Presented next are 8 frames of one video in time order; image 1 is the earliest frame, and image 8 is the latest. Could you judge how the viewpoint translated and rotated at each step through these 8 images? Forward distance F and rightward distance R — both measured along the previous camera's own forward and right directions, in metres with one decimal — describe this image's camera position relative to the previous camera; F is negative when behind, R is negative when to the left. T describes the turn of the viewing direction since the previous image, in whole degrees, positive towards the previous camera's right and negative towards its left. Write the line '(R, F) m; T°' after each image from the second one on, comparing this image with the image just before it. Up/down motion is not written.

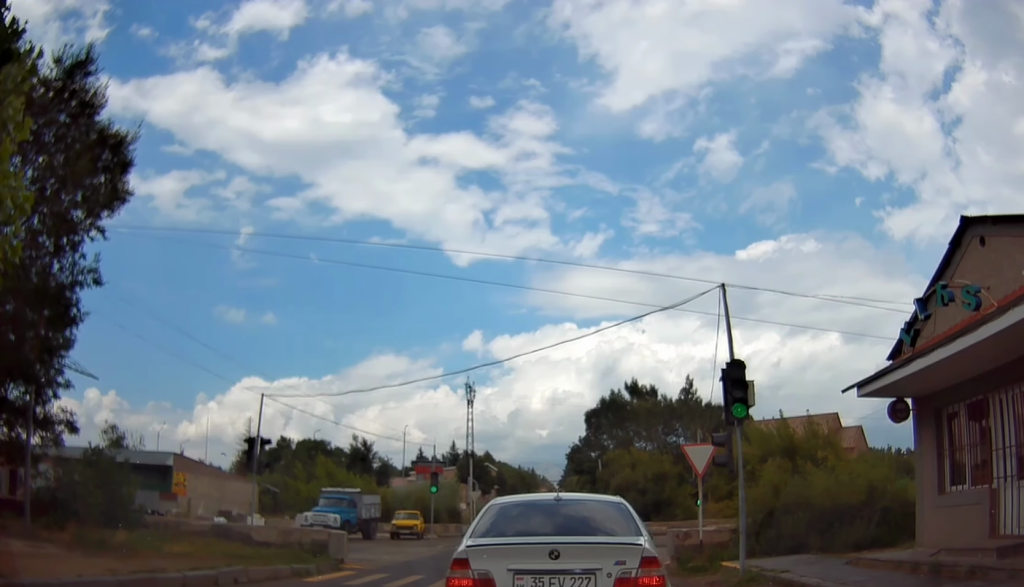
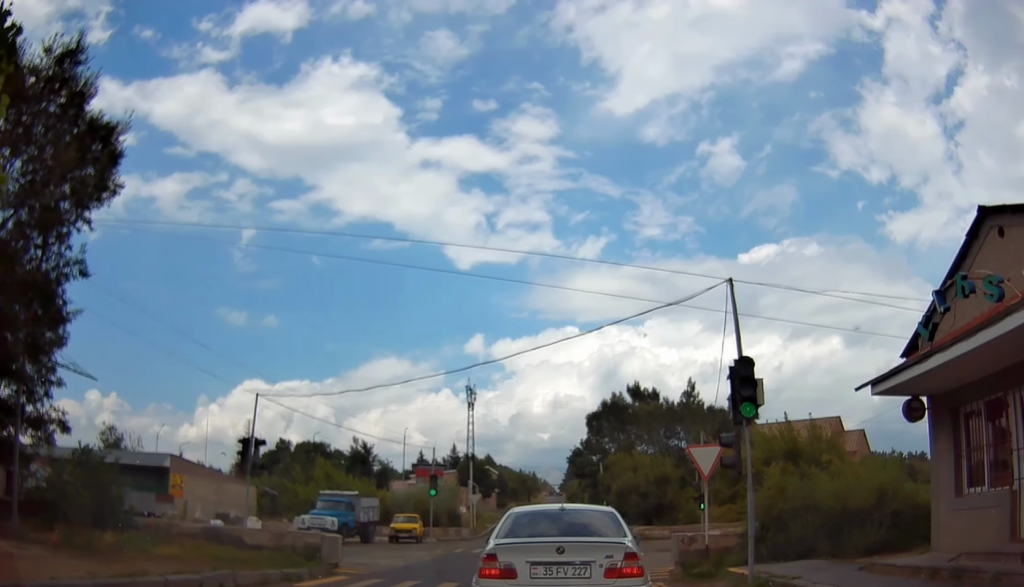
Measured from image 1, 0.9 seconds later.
(-0.1, 0.0) m; 0°
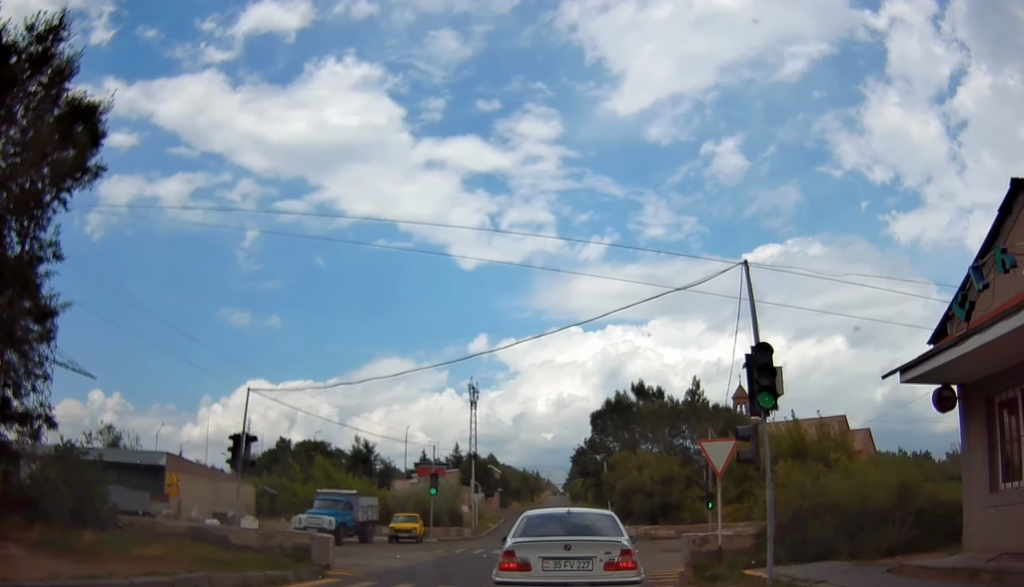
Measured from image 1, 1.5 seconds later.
(-0.1, 0.0) m; 0°
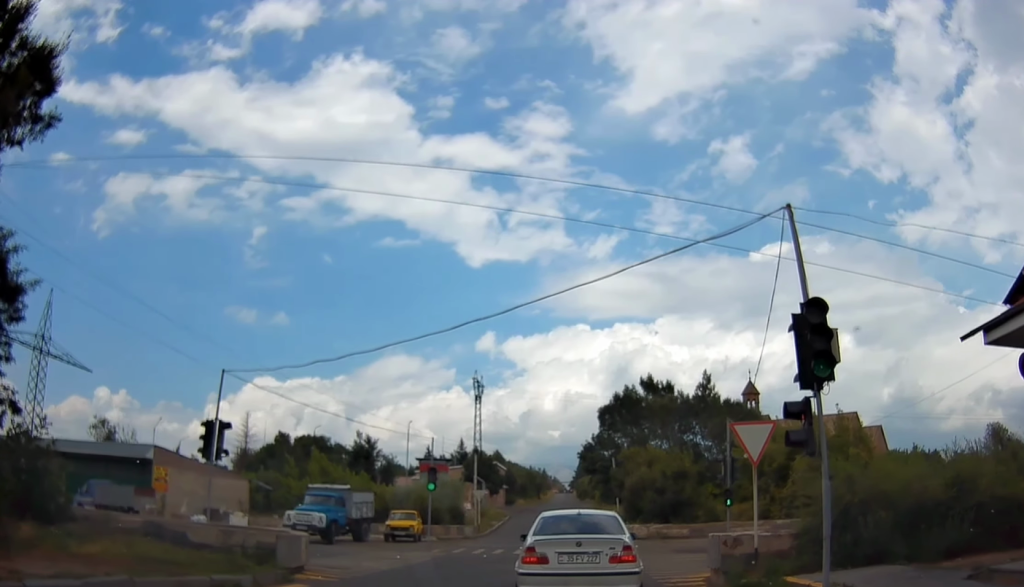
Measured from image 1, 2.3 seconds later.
(-0.3, +0.2) m; 0°
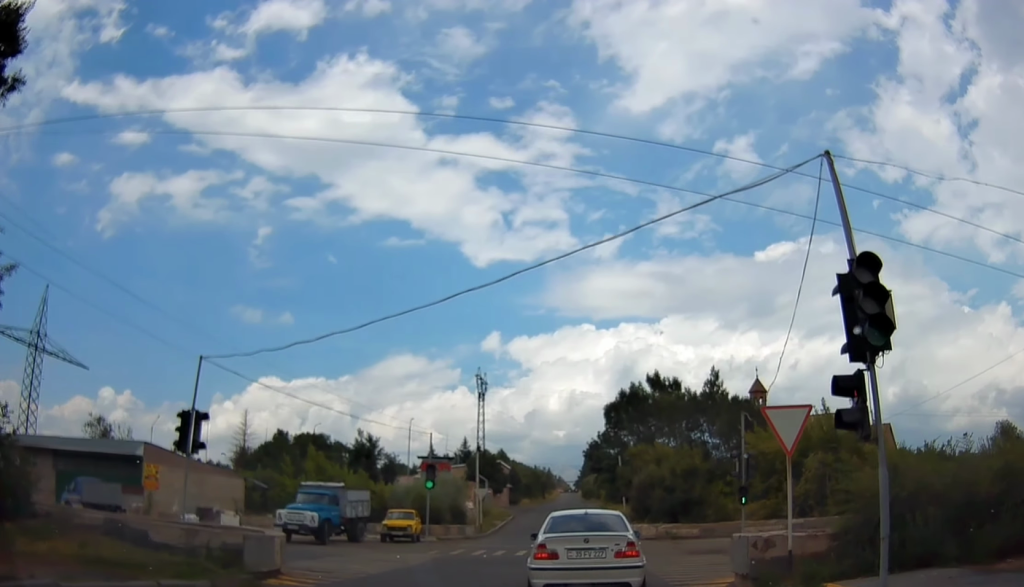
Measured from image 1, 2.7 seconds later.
(-0.1, +0.4) m; -1°
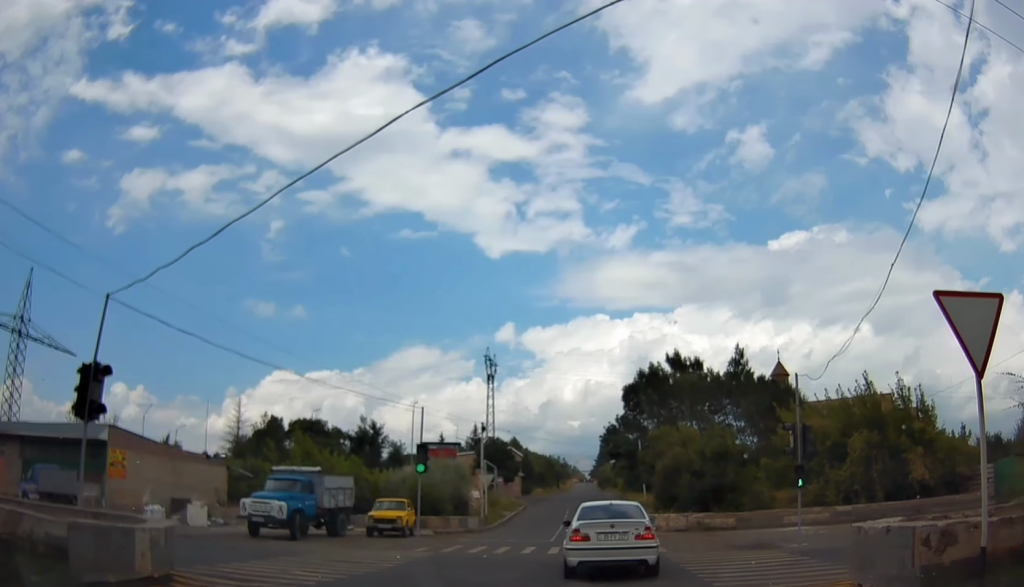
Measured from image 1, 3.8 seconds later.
(-0.1, +2.0) m; -2°
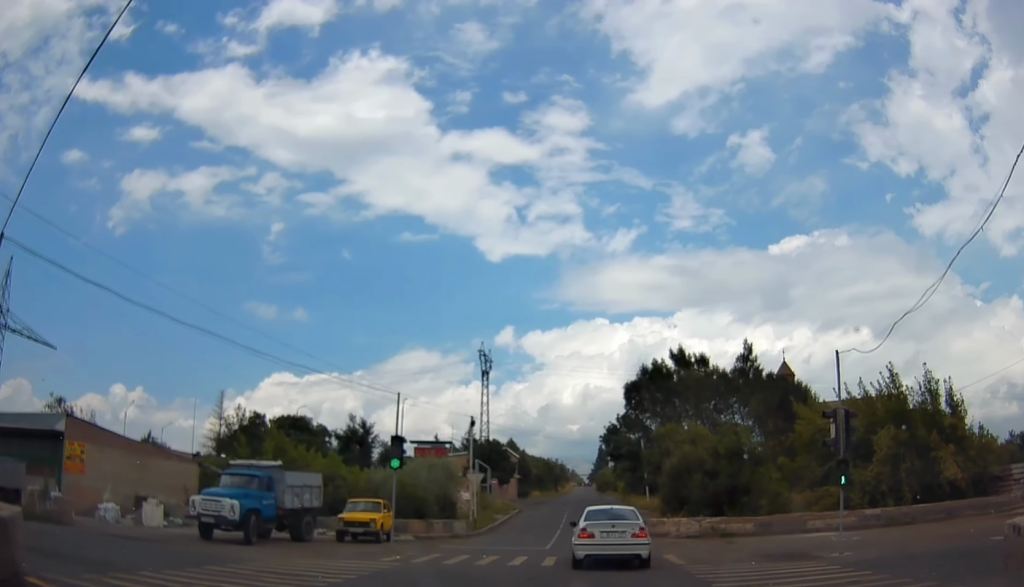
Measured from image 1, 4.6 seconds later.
(0.0, +2.5) m; +1°
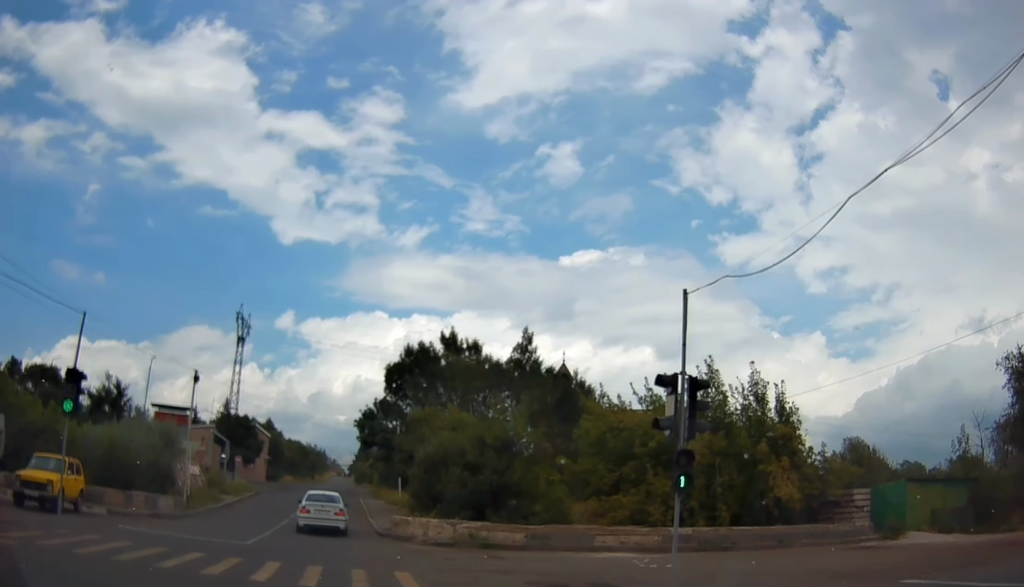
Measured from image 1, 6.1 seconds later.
(0.0, +6.7) m; +3°
